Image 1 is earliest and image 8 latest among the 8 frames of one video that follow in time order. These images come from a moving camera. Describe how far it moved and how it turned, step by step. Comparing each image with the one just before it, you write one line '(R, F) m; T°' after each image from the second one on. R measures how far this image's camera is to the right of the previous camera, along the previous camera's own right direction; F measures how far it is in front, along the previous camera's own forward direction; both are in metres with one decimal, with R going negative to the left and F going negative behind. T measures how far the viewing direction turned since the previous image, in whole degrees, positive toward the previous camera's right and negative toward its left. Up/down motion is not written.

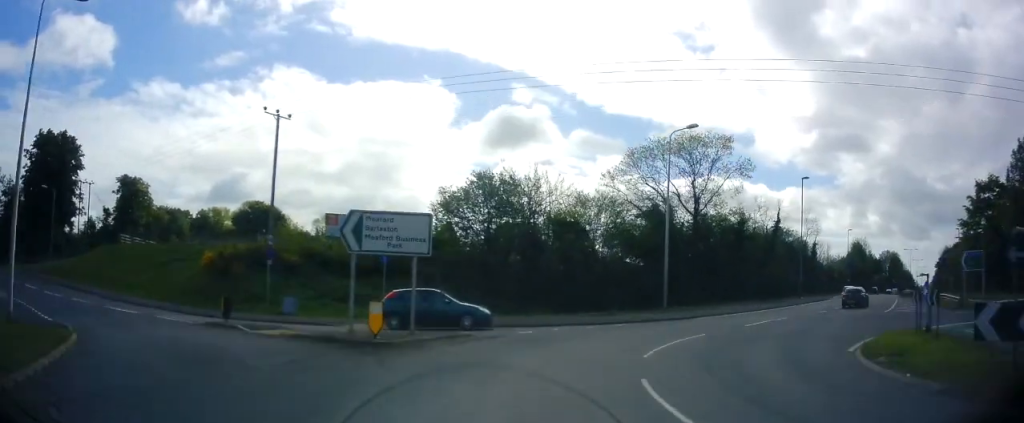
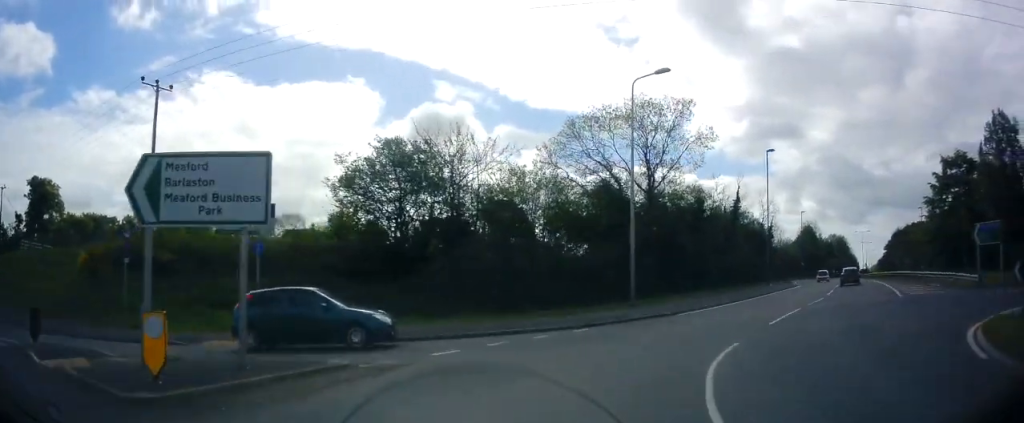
(0.0, +7.0) m; +7°
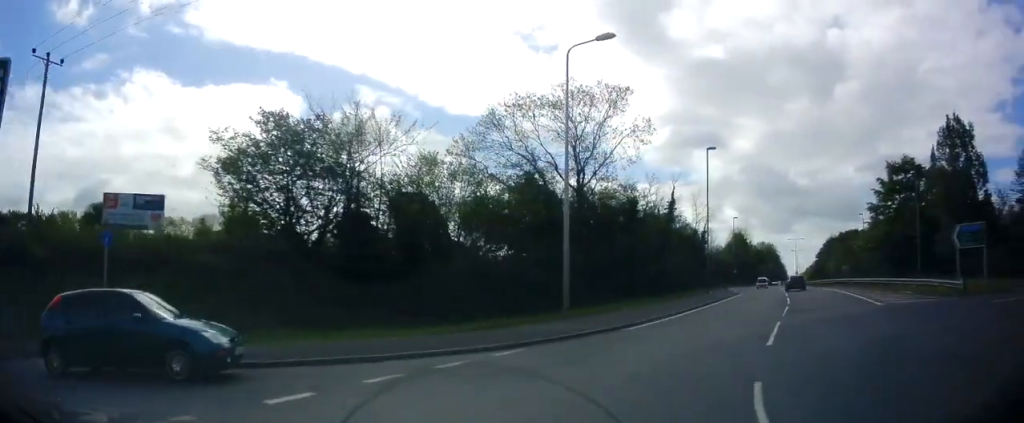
(+0.4, +4.4) m; +10°
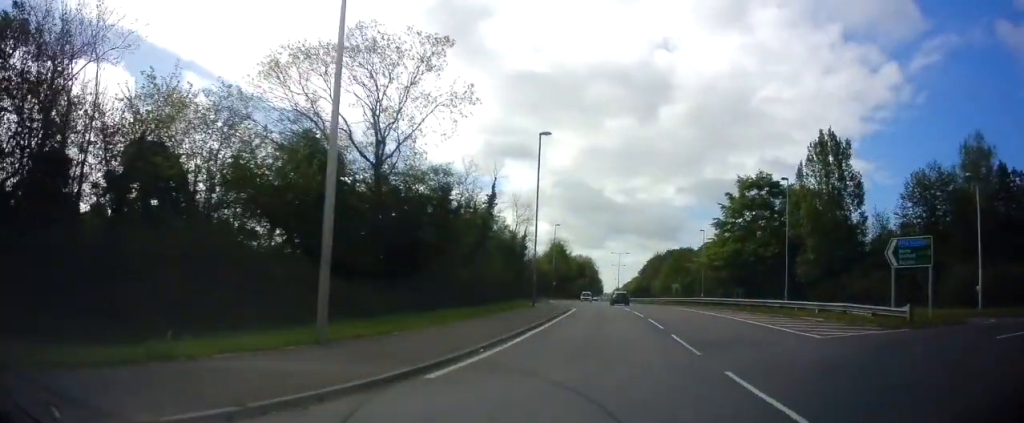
(+1.5, +8.3) m; +16°
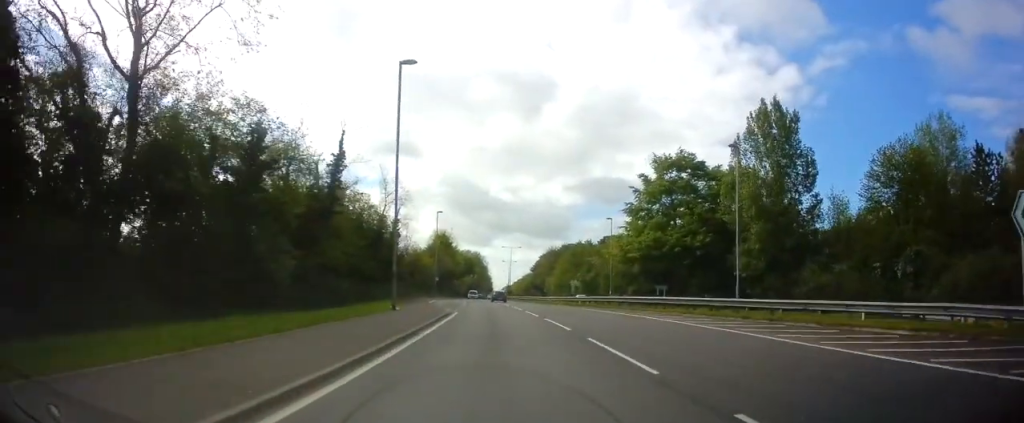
(+1.6, +12.7) m; +8°
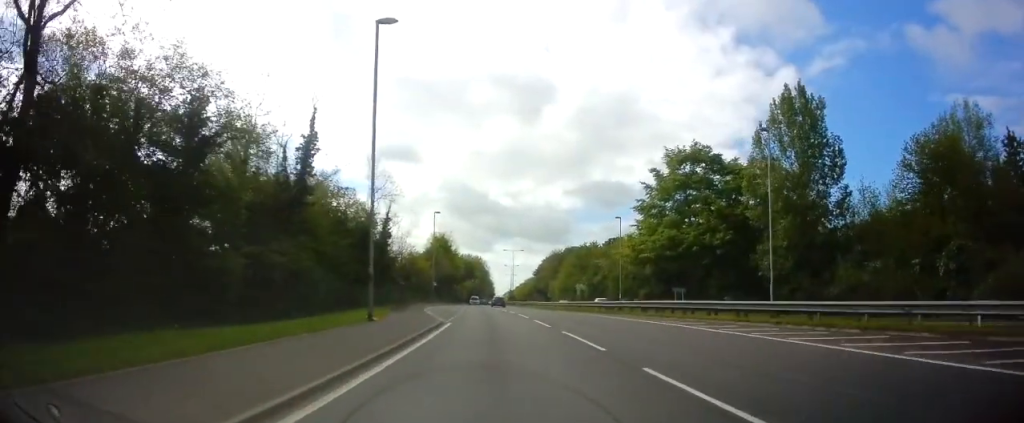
(0.0, +5.4) m; 0°
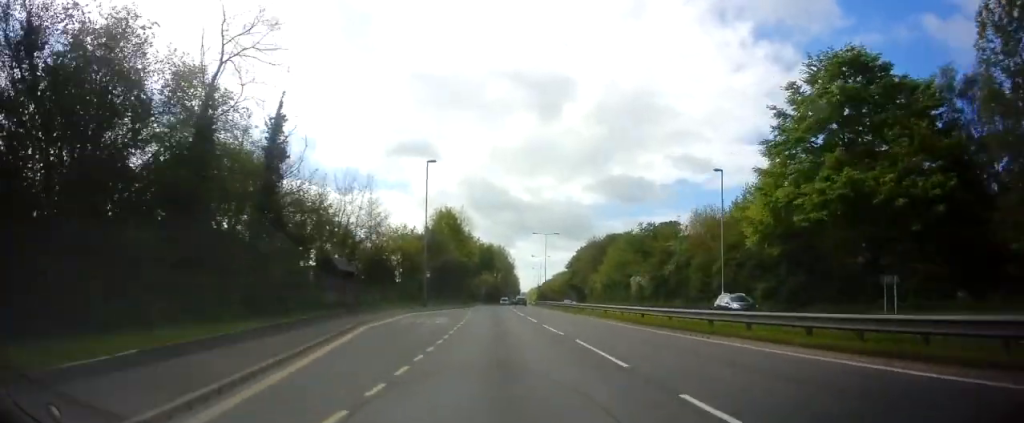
(0.0, +28.5) m; 0°
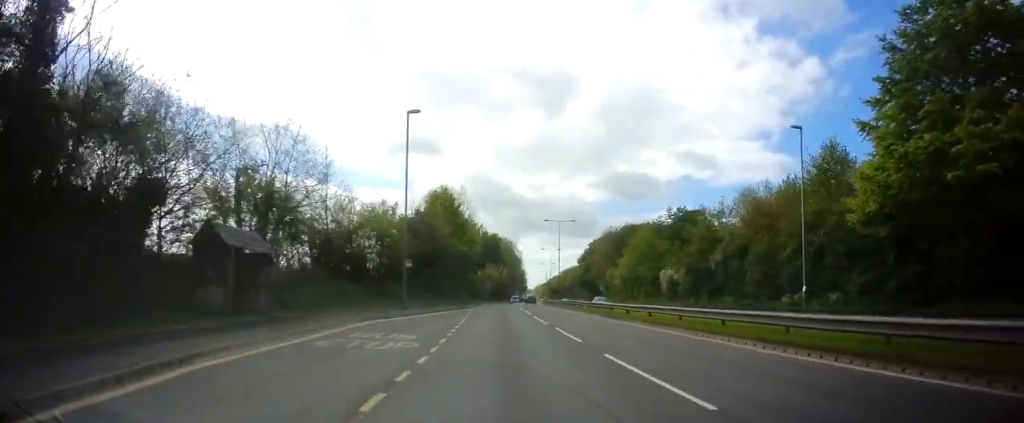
(0.0, +12.9) m; -1°
